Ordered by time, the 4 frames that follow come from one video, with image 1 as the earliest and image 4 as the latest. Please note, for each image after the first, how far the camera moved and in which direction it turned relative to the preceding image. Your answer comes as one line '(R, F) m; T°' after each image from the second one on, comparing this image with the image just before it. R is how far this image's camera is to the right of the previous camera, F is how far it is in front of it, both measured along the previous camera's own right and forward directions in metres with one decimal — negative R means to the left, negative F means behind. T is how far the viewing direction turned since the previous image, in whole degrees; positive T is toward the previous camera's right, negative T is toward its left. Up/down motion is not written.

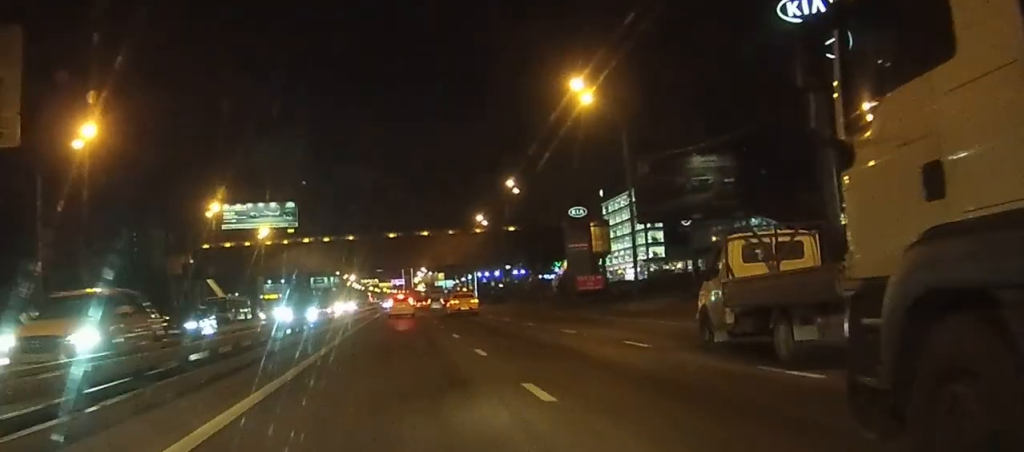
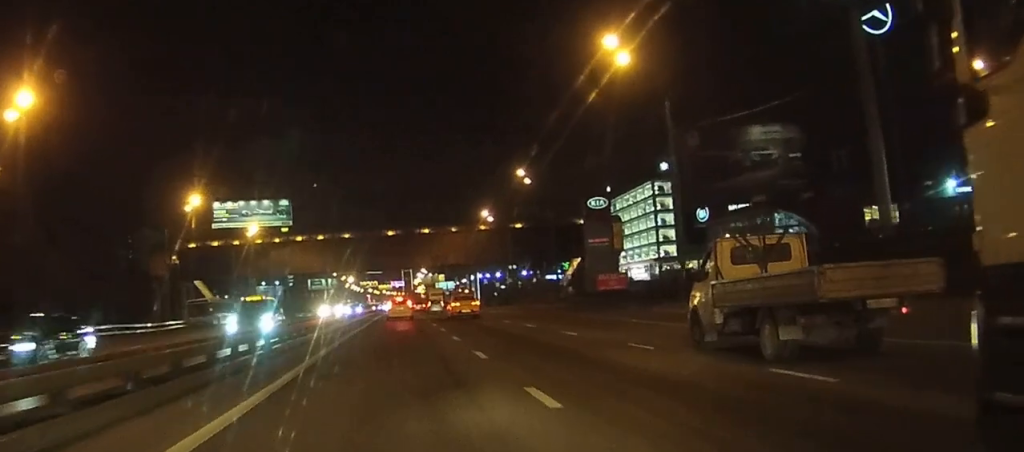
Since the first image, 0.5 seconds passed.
(0.0, +8.2) m; 0°
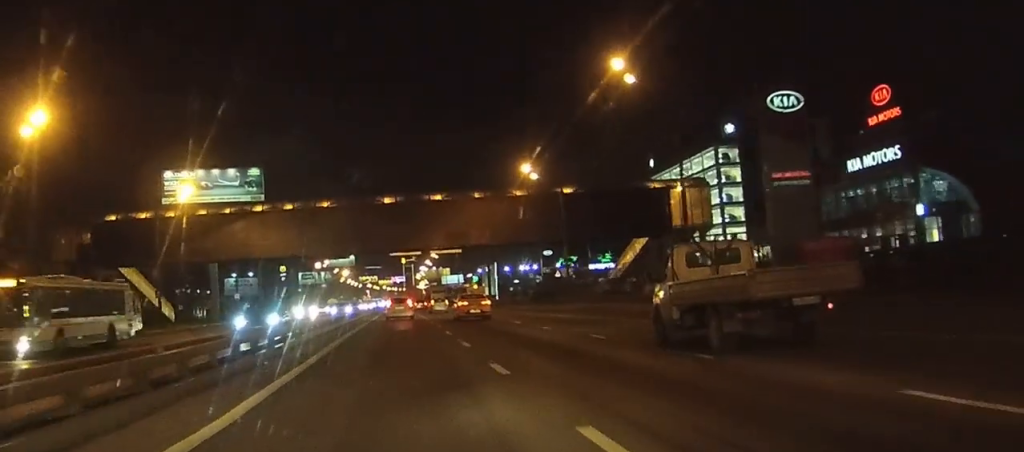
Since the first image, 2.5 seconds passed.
(-0.3, +34.7) m; 0°
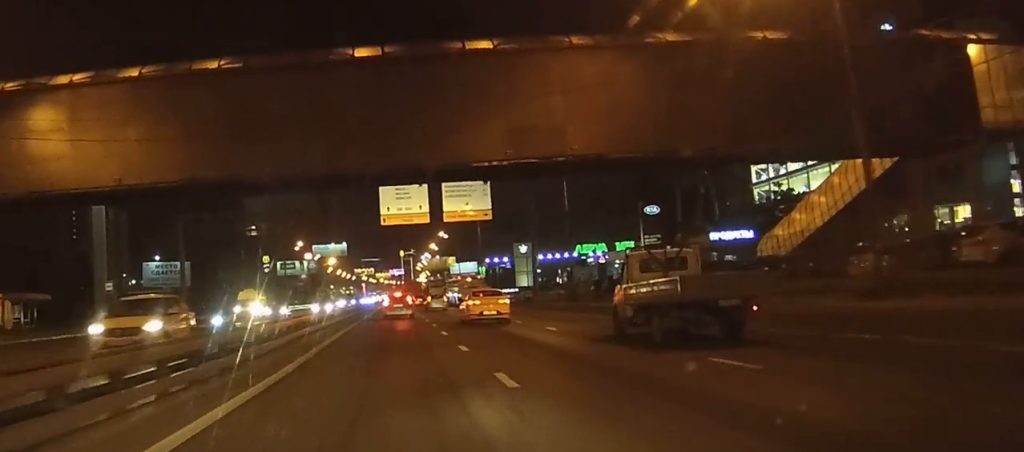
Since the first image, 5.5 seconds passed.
(+0.1, +48.9) m; +1°
